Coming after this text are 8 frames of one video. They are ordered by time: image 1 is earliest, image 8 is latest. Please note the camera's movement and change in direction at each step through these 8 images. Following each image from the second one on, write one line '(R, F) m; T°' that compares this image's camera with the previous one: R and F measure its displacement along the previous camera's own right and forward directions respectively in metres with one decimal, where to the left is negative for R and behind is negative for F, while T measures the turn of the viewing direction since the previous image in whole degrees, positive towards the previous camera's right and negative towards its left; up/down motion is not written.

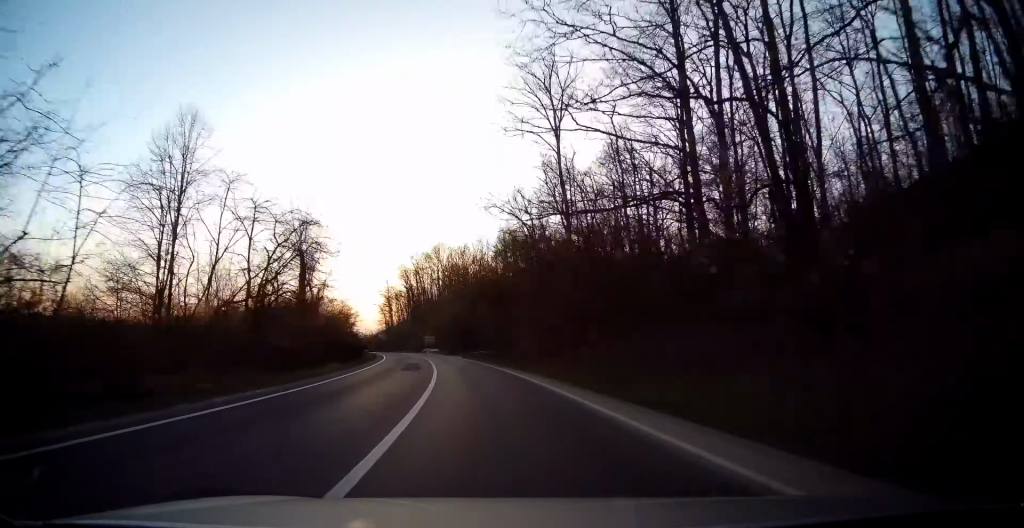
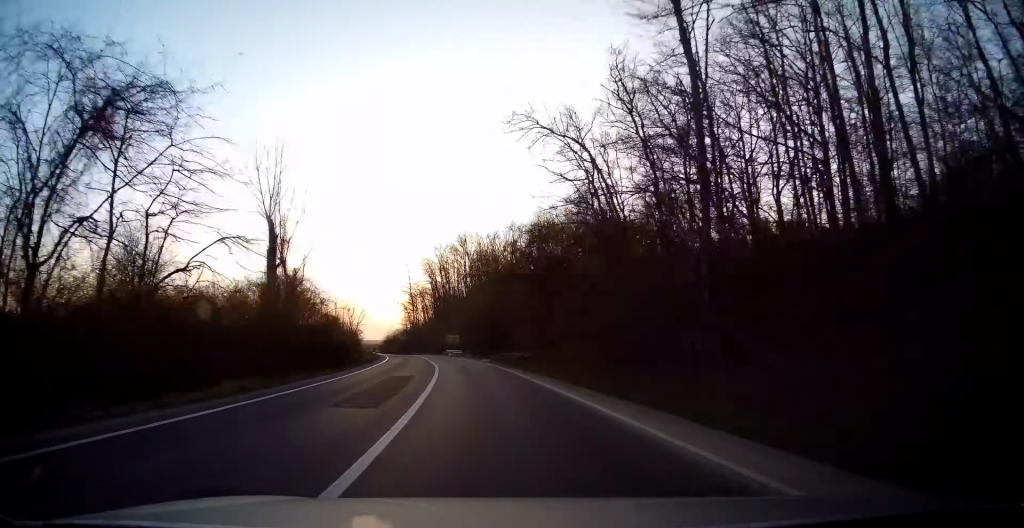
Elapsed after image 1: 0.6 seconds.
(-0.3, +15.6) m; -3°
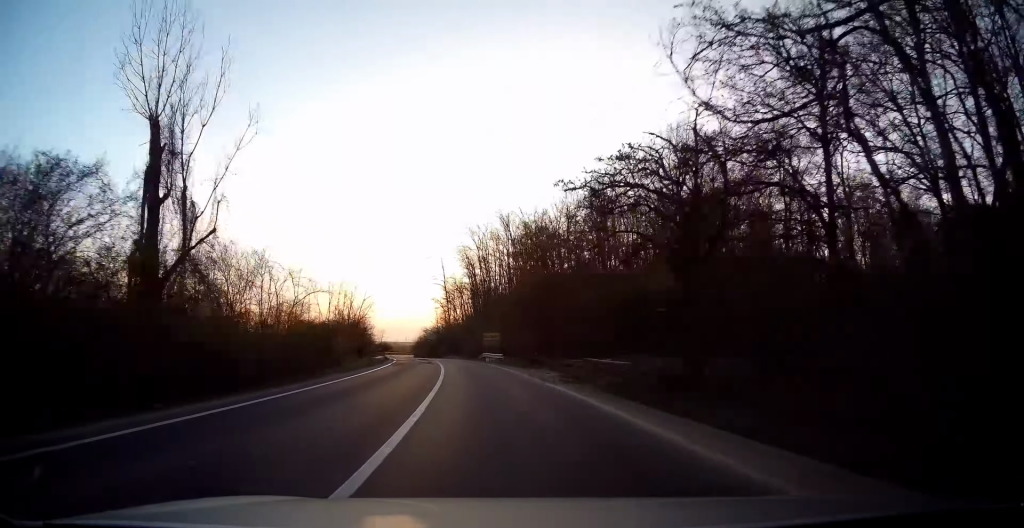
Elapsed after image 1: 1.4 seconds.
(-0.9, +20.8) m; -5°
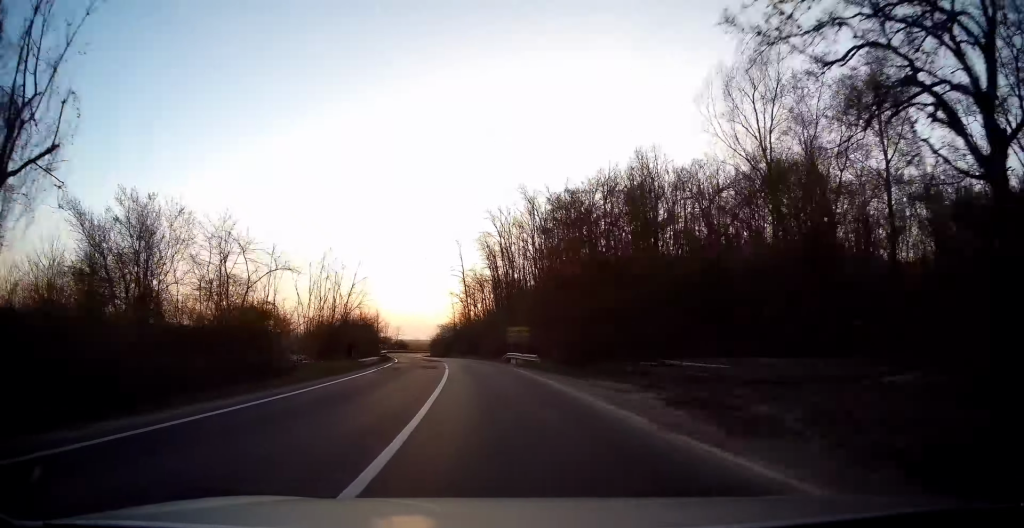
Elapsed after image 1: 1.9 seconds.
(-0.5, +12.0) m; -2°
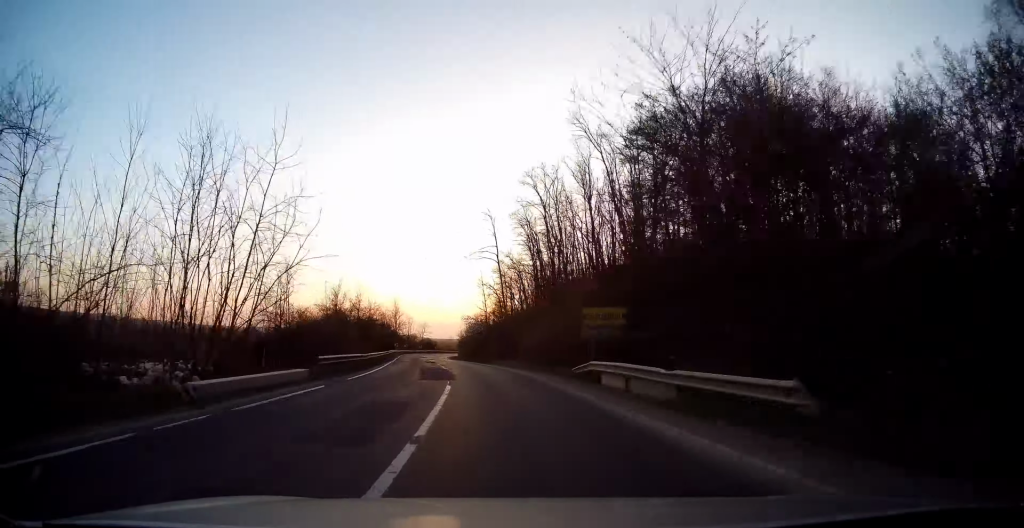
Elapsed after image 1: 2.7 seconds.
(-0.6, +22.3) m; -3°
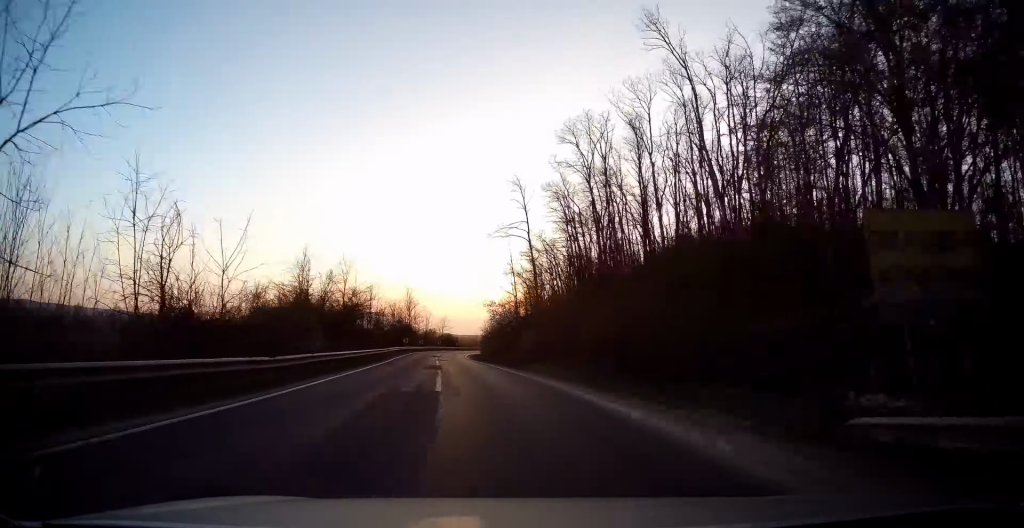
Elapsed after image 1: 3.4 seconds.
(0.0, +17.0) m; -3°
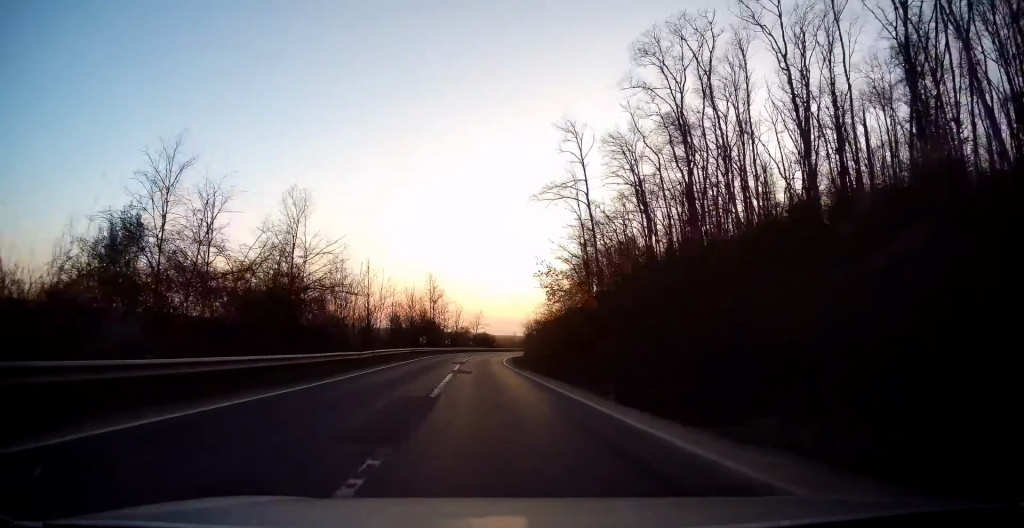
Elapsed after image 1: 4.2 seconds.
(-0.9, +20.9) m; -4°
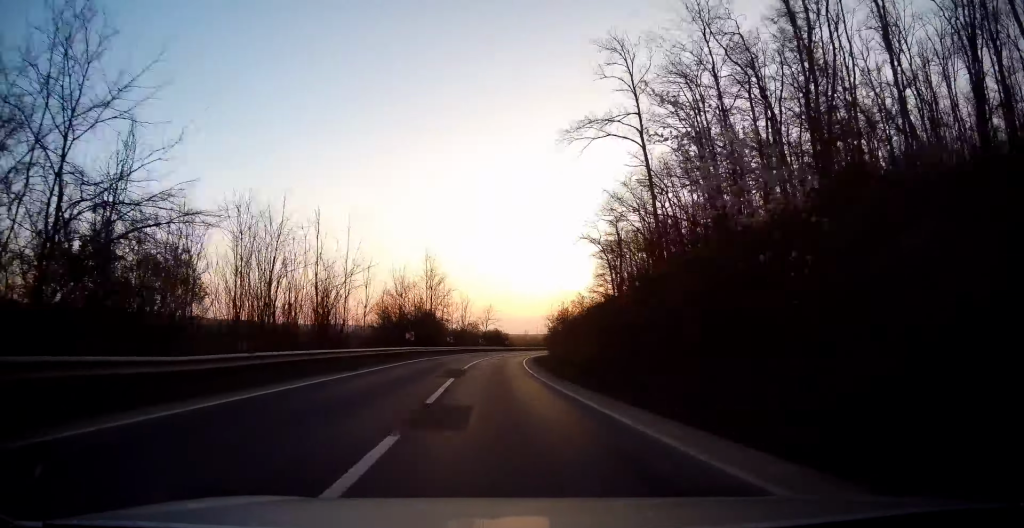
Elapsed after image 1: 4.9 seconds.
(-0.7, +17.5) m; -1°
